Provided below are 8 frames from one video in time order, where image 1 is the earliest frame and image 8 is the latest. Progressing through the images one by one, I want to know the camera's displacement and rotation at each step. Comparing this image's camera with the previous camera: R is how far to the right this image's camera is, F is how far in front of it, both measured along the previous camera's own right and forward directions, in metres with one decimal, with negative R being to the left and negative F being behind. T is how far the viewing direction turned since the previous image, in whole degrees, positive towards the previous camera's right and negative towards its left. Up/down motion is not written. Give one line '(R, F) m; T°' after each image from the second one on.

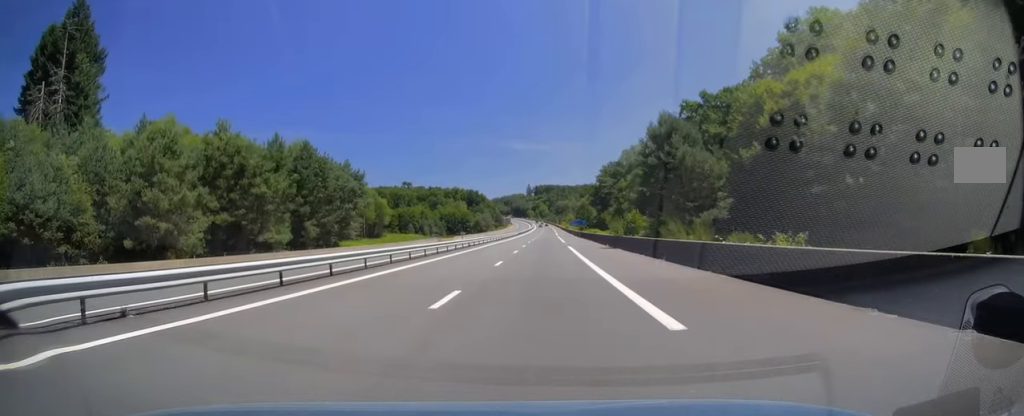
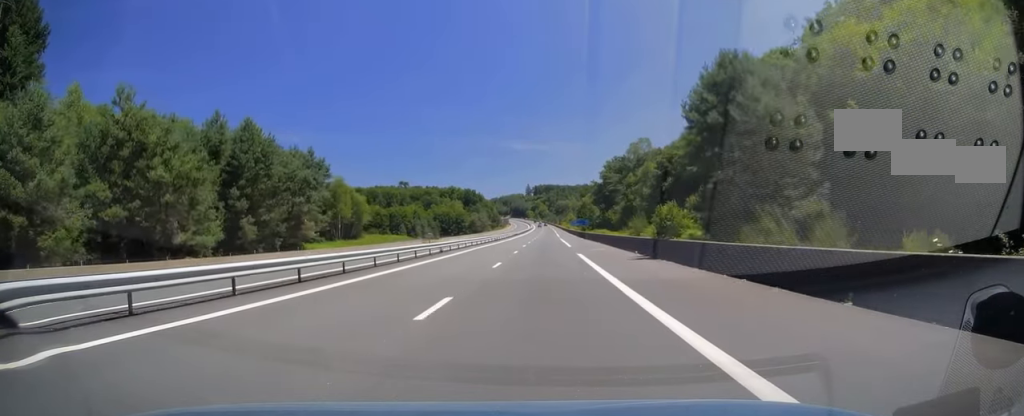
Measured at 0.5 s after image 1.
(0.0, +14.7) m; 0°
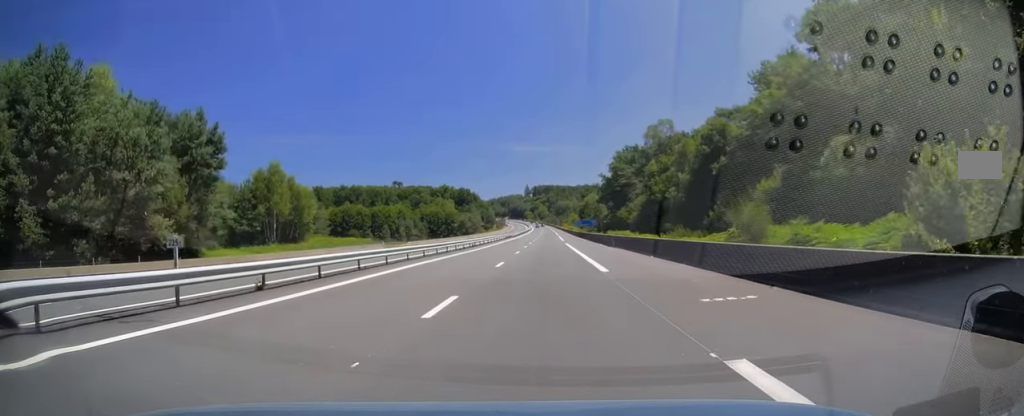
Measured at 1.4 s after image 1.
(0.0, +26.4) m; 0°
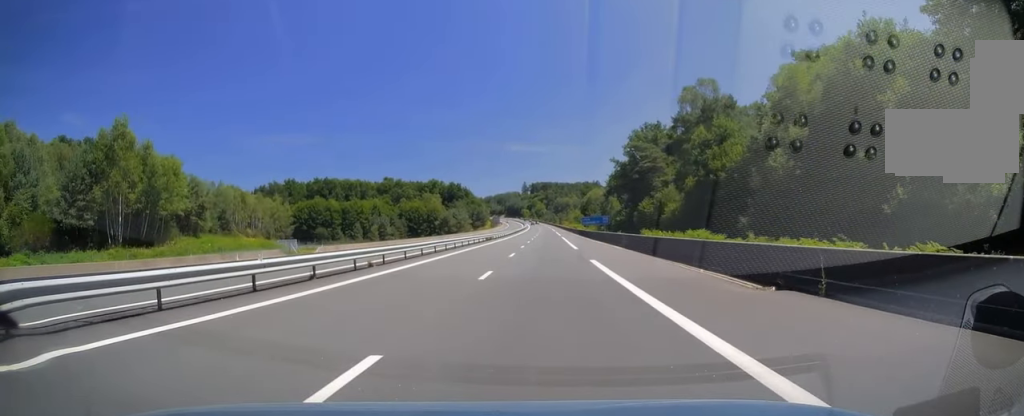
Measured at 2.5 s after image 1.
(0.0, +32.8) m; +1°
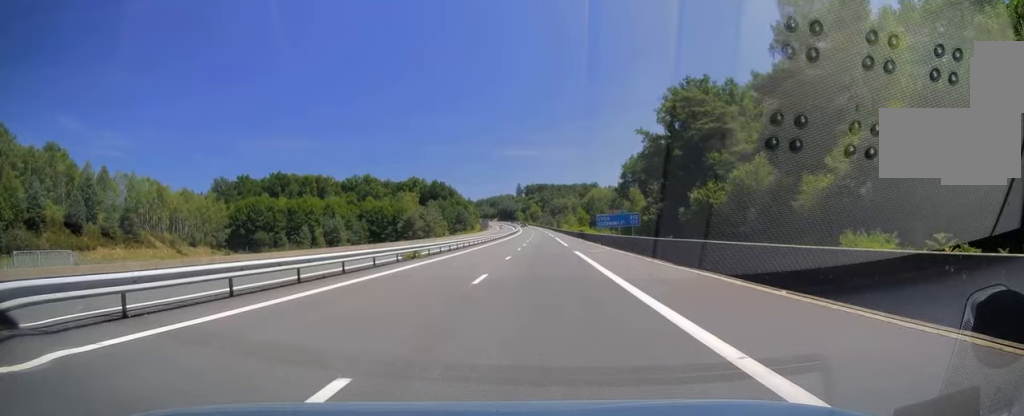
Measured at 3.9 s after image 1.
(+0.4, +41.1) m; 0°
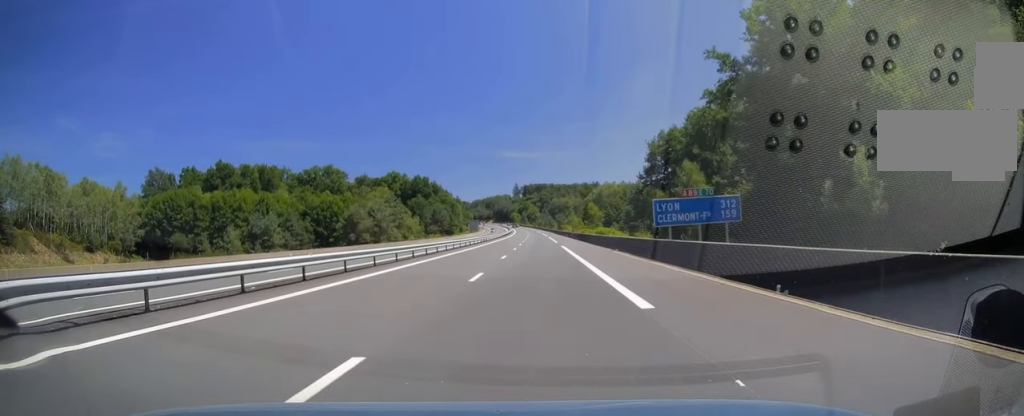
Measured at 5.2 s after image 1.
(-0.2, +39.1) m; 0°
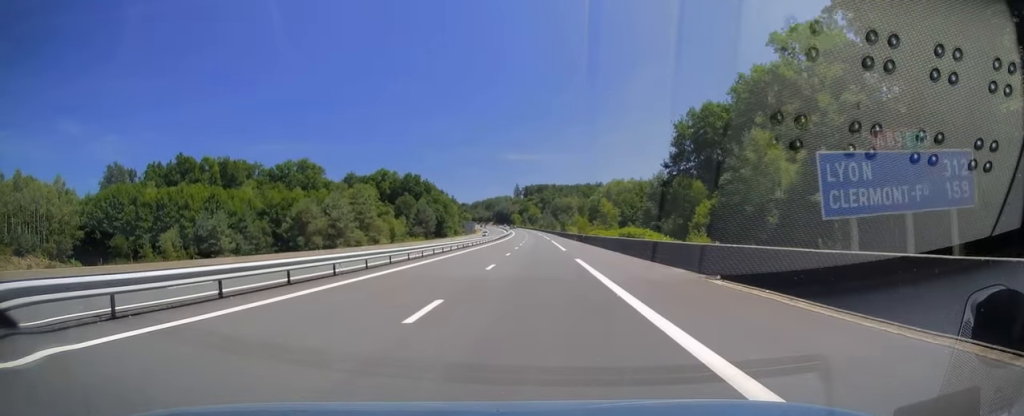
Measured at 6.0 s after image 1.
(+0.2, +21.0) m; 0°
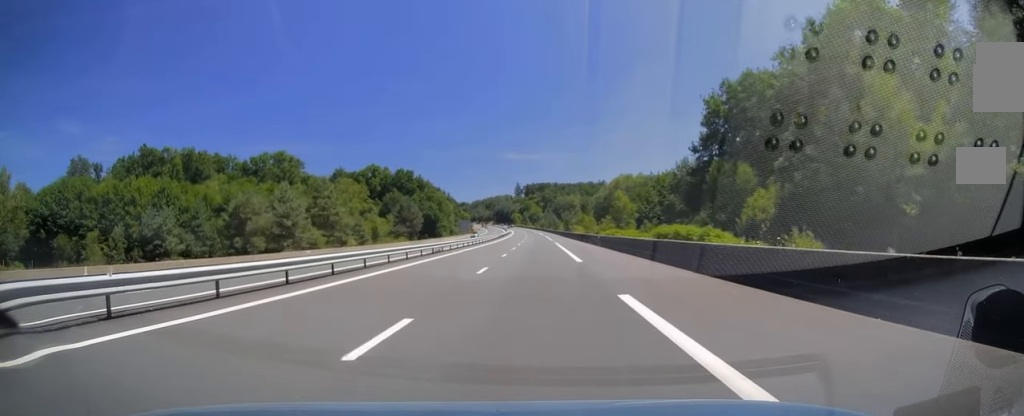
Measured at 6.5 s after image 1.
(-0.3, +16.1) m; 0°
